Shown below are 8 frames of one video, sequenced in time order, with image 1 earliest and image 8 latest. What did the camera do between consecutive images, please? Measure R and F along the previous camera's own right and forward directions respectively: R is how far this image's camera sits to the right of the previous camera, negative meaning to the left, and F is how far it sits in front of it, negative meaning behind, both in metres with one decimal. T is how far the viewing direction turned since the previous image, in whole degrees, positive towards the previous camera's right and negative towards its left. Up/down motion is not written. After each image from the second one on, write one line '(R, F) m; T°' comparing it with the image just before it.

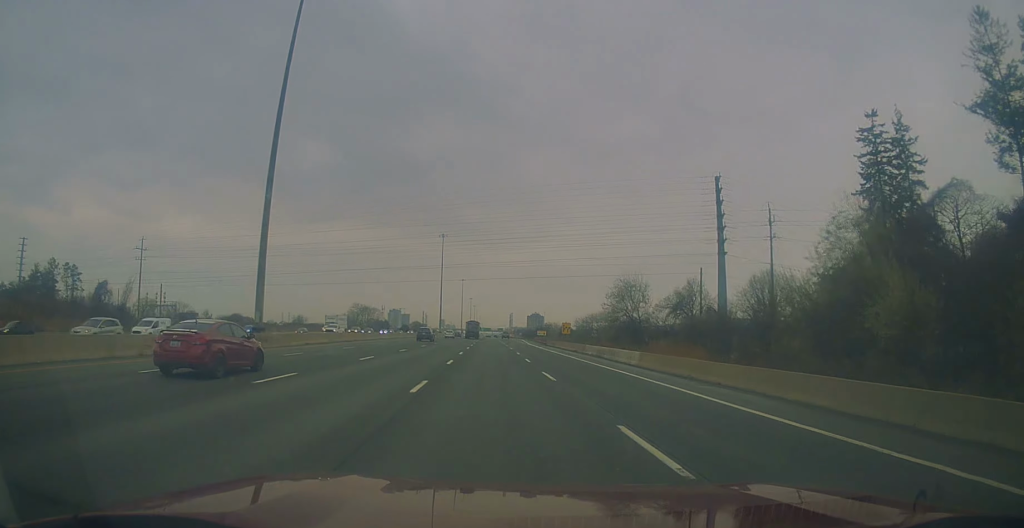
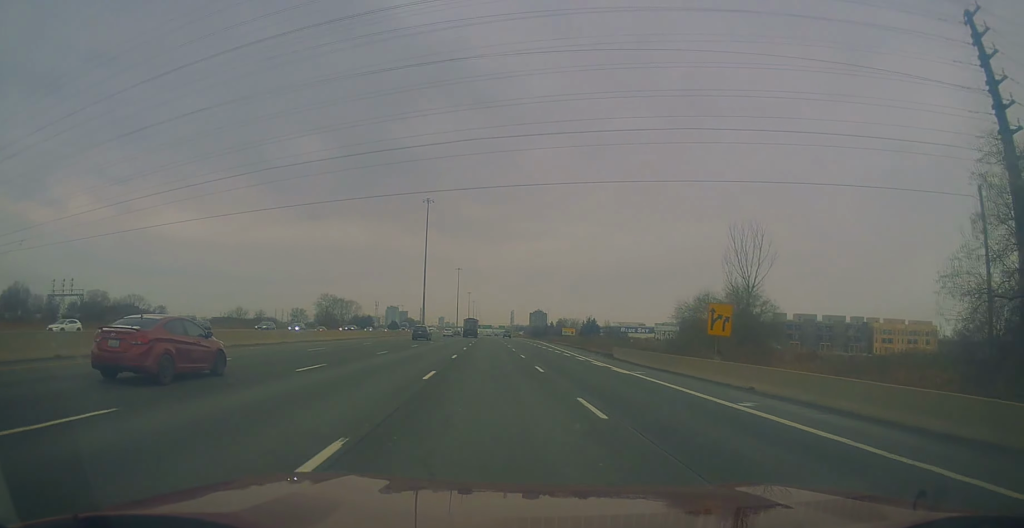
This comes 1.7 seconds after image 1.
(-0.2, +56.3) m; -1°
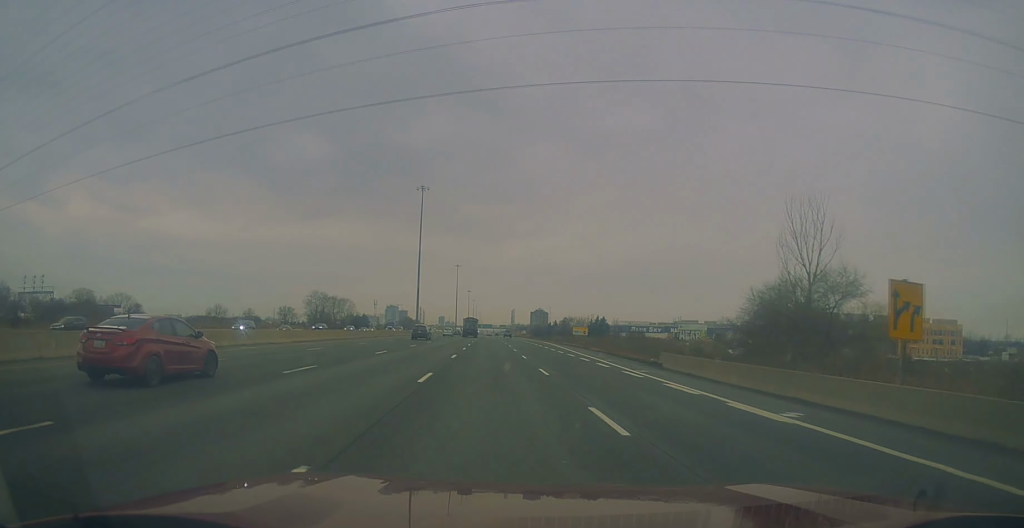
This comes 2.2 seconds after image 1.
(+0.2, +14.2) m; 0°
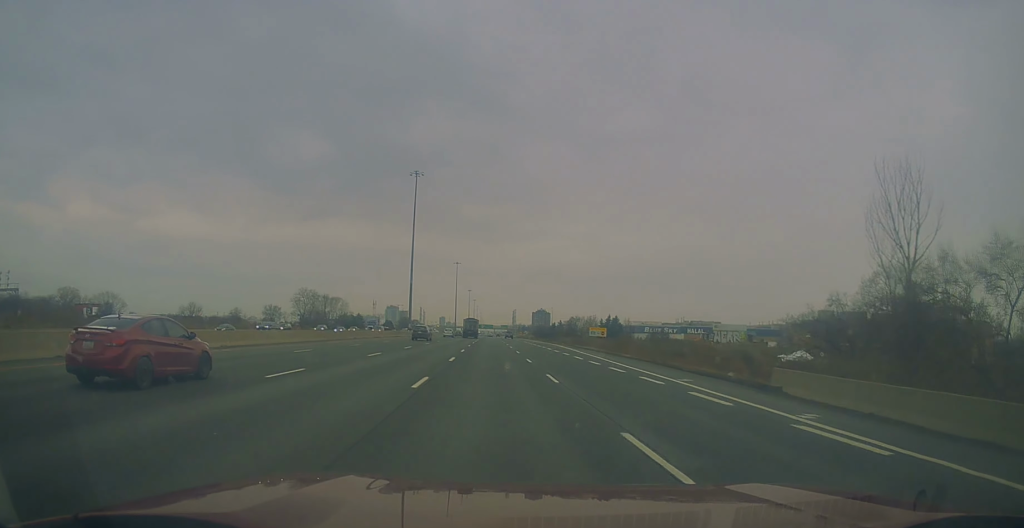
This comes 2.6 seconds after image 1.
(+0.2, +15.3) m; 0°
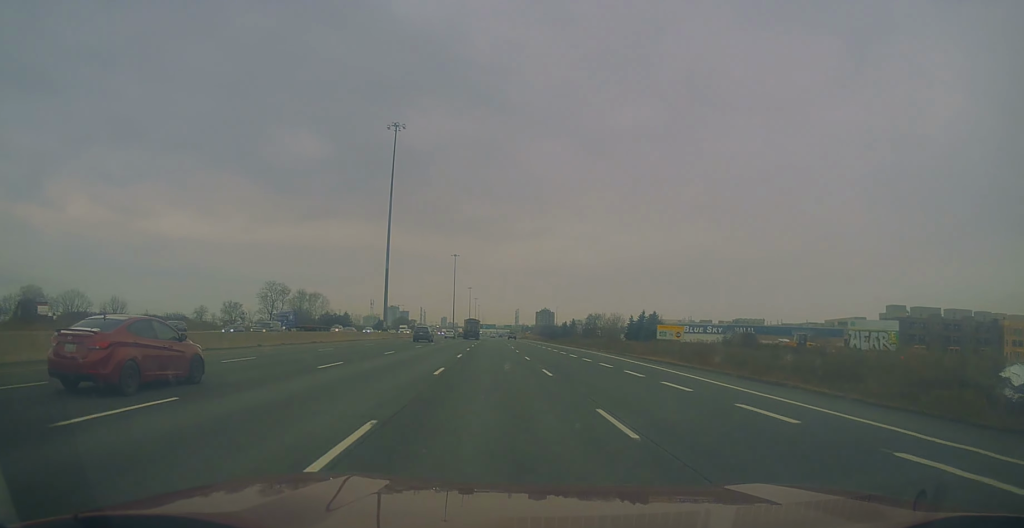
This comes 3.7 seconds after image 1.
(-0.1, +34.1) m; 0°
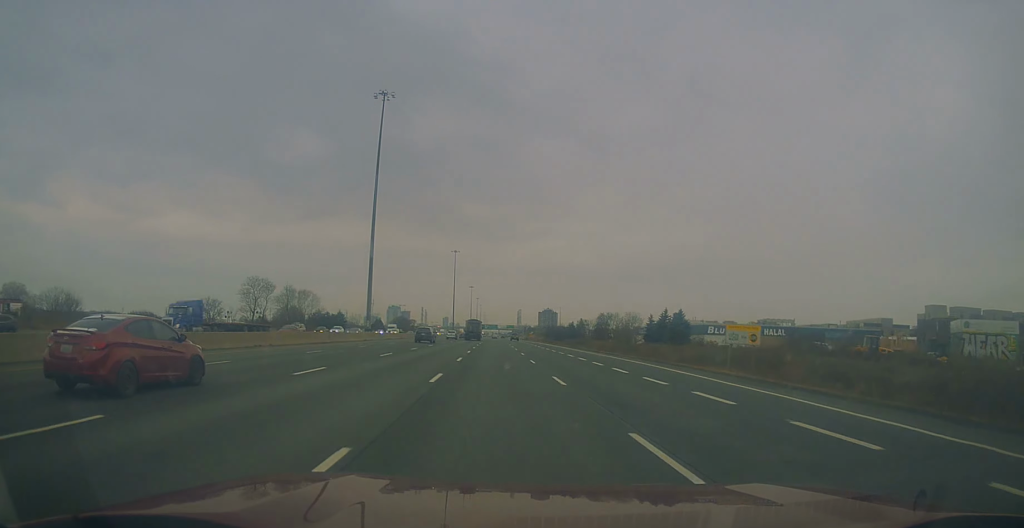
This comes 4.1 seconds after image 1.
(0.0, +15.6) m; 0°
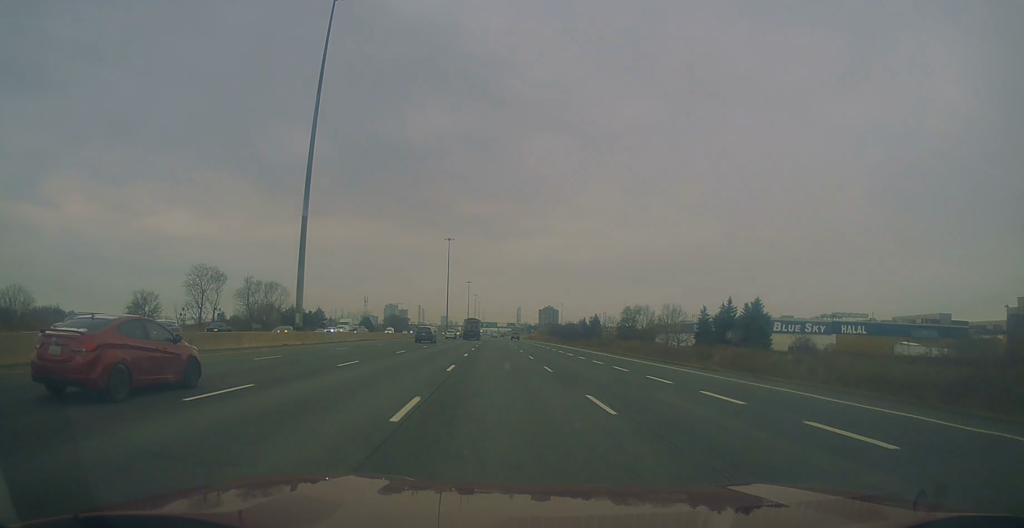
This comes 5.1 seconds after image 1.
(0.0, +32.8) m; 0°
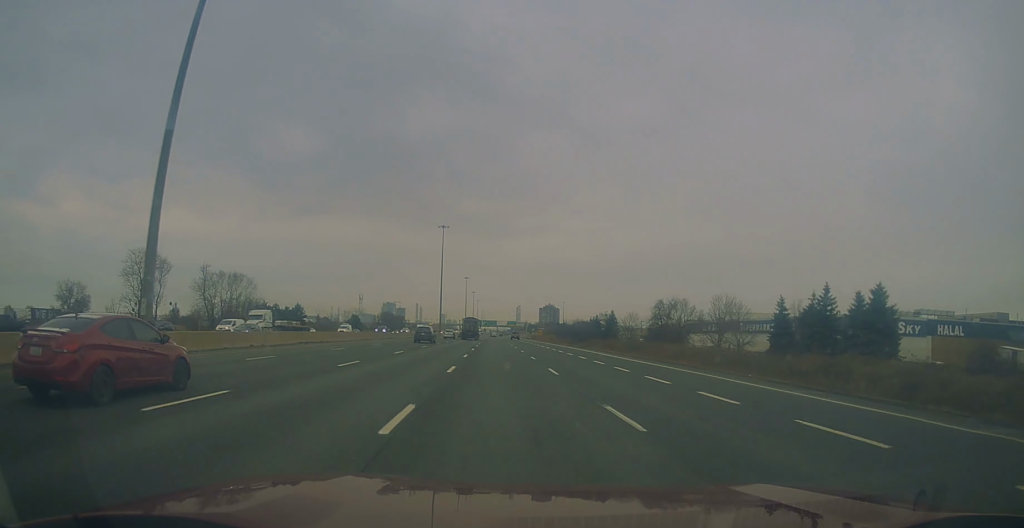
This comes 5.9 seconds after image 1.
(-0.1, +26.8) m; 0°
